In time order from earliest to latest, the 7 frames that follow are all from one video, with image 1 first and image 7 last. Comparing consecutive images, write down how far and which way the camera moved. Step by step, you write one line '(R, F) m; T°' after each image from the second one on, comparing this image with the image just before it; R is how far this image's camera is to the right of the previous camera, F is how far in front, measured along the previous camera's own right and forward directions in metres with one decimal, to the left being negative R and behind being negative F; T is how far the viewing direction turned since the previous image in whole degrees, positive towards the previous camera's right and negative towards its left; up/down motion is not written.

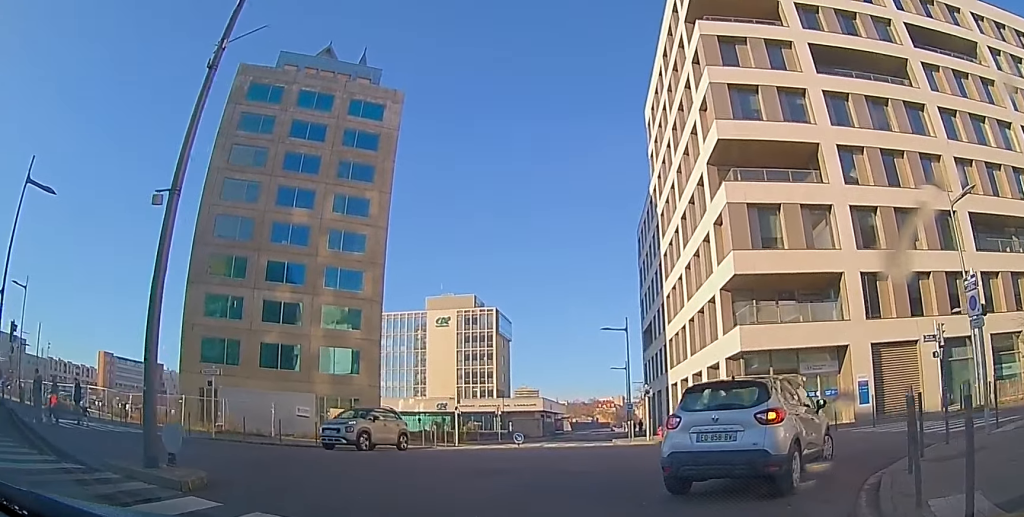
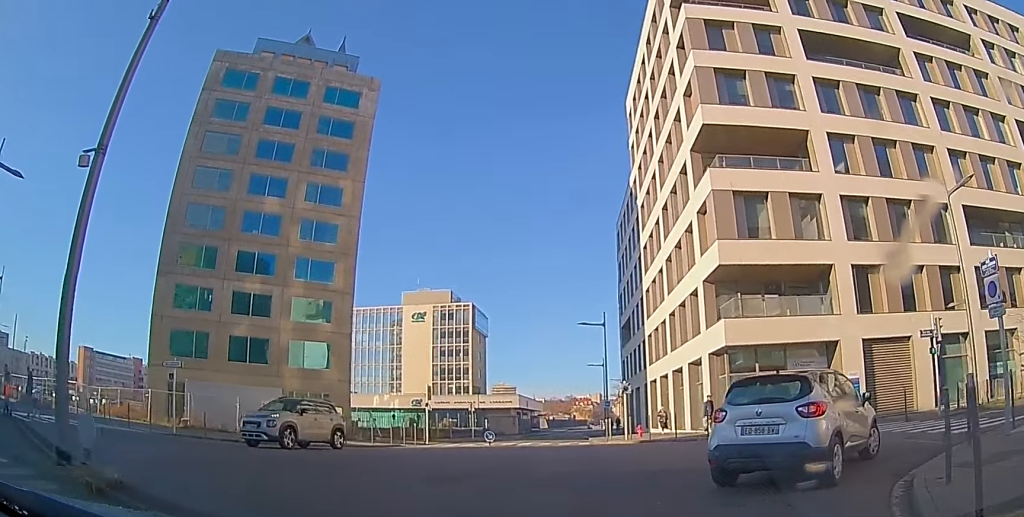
(0.0, +1.4) m; +5°
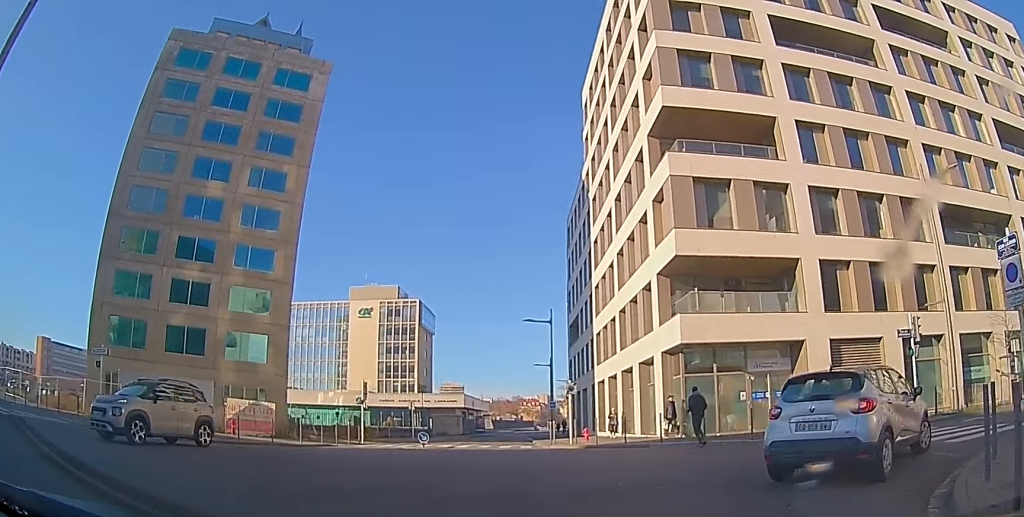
(+0.1, +1.8) m; +7°
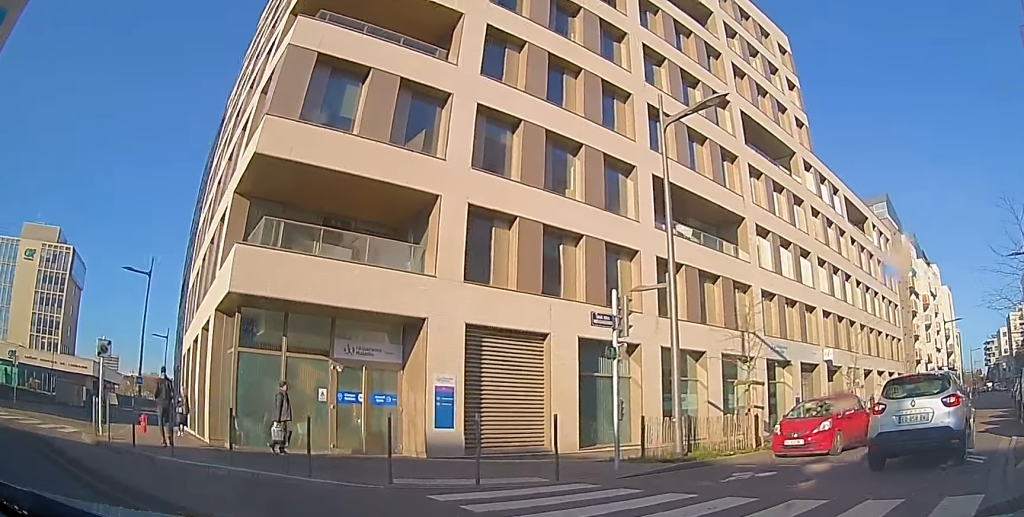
(+2.4, +6.9) m; +46°
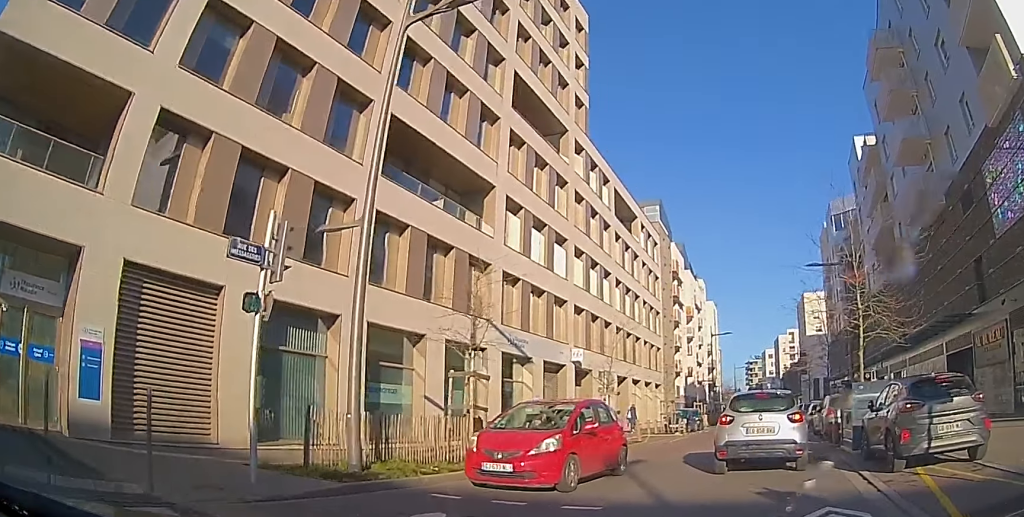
(+0.9, +4.1) m; +20°
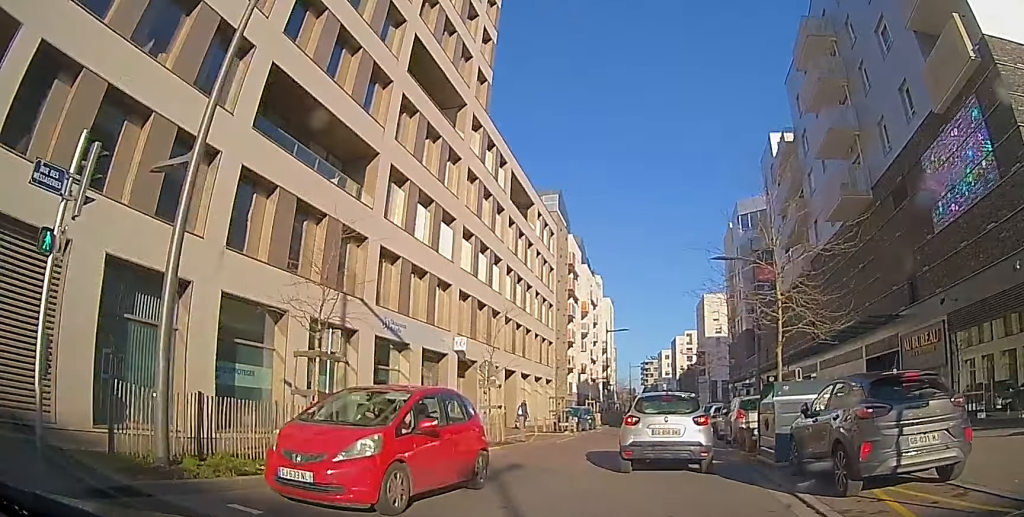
(+0.1, +2.1) m; +6°
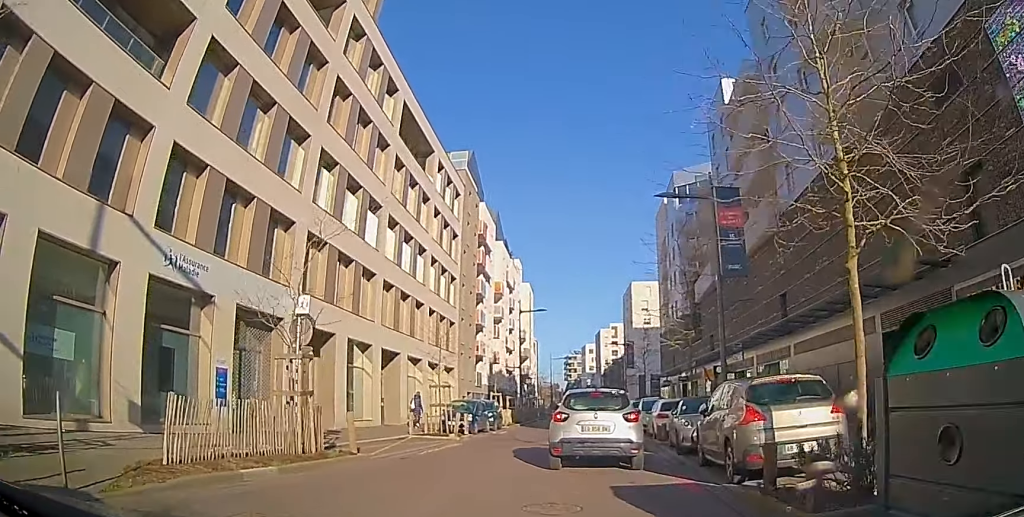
(+0.9, +8.1) m; +8°
